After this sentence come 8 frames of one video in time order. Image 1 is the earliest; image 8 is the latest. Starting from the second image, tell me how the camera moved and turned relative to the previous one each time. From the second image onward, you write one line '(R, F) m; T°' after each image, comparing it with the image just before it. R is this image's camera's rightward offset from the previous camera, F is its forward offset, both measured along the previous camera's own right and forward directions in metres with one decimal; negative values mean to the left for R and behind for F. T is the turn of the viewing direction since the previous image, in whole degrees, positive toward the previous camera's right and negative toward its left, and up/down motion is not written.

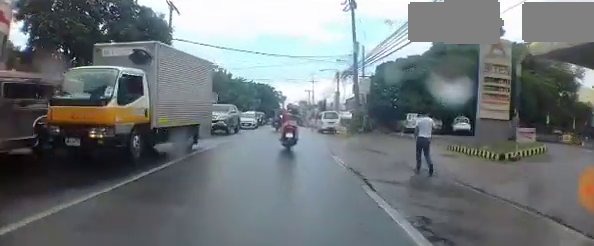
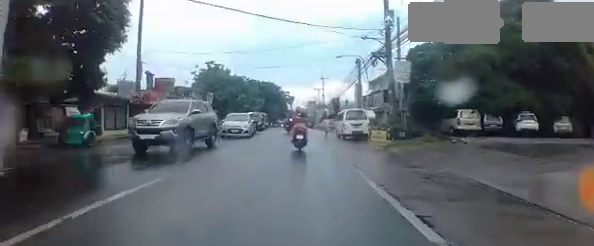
(+0.3, +8.1) m; 0°
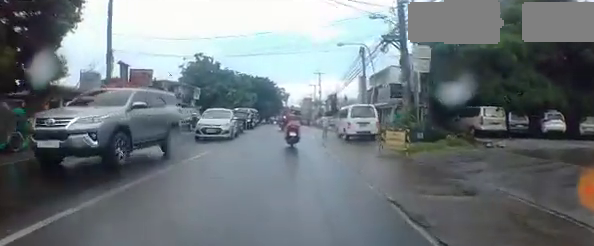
(-0.2, +3.7) m; 0°
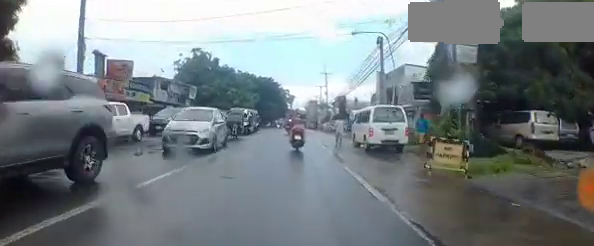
(-0.2, +3.7) m; 0°
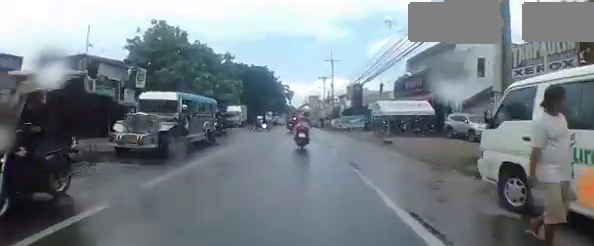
(+0.4, +12.9) m; -2°
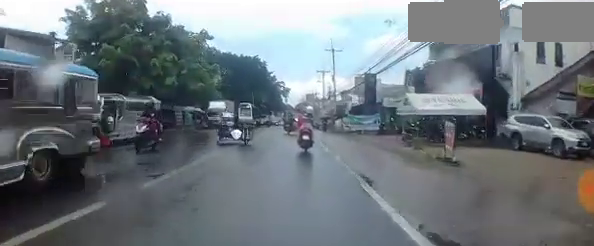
(-0.4, +7.8) m; 0°
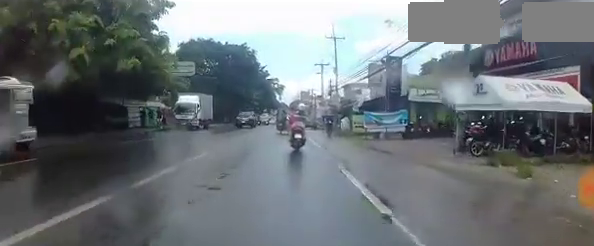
(+0.4, +7.8) m; +3°
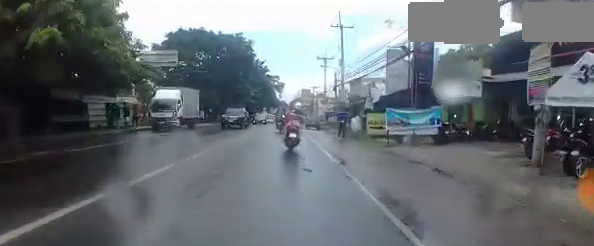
(0.0, +4.7) m; 0°
